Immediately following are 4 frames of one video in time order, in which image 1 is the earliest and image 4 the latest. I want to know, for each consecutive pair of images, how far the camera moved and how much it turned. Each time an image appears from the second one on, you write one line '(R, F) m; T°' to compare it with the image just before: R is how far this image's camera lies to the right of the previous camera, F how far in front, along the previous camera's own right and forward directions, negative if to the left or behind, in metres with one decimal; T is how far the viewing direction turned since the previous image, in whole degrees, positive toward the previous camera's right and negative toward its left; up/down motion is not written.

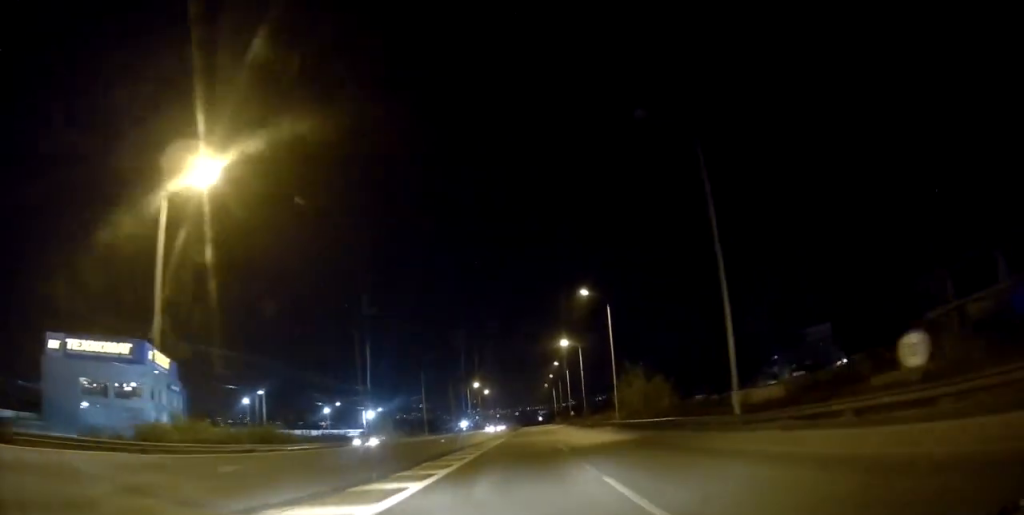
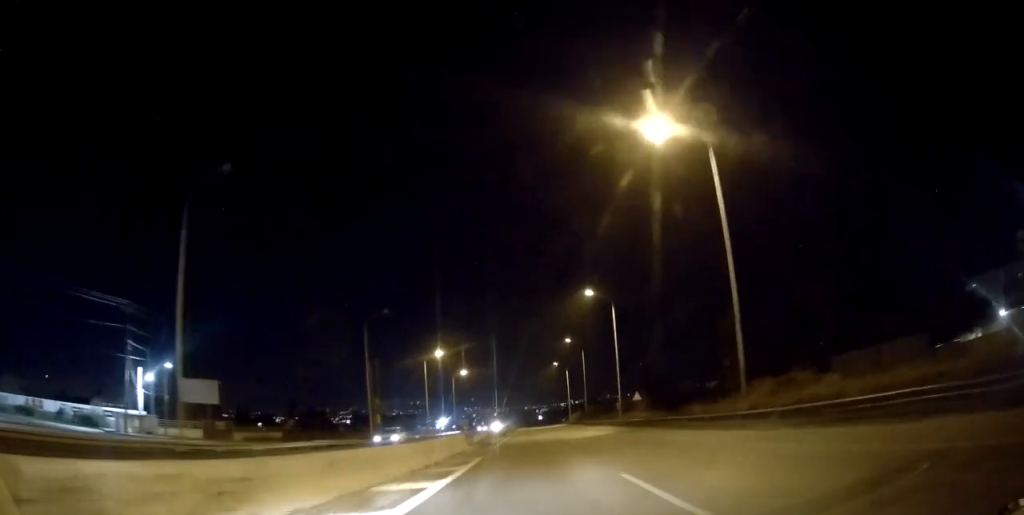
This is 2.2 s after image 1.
(-0.2, +71.5) m; 0°
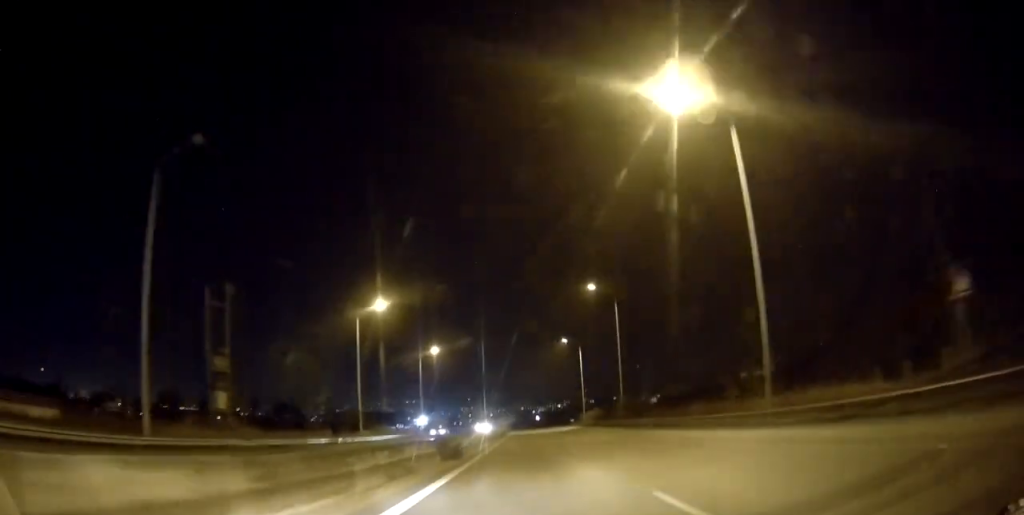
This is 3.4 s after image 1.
(+0.1, +39.1) m; 0°
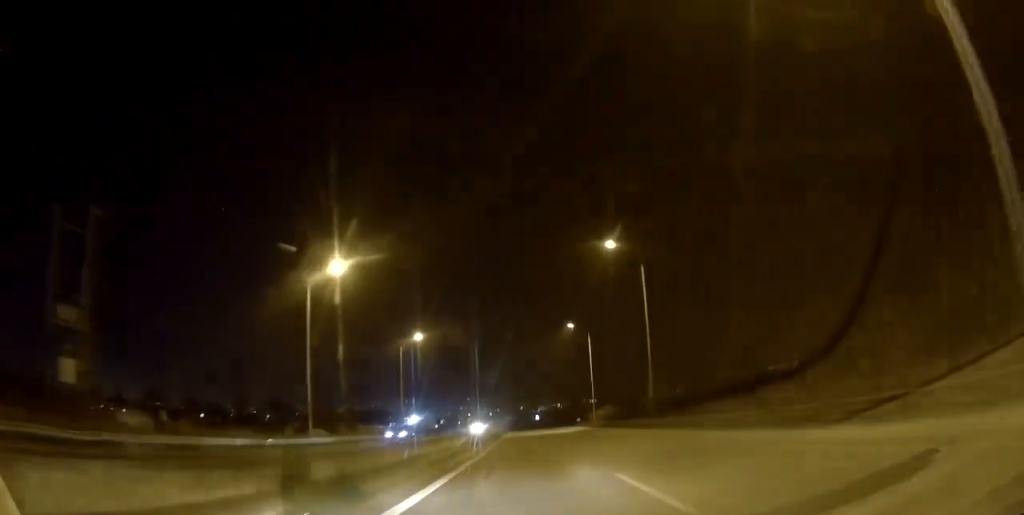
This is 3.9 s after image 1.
(-0.2, +14.4) m; 0°
